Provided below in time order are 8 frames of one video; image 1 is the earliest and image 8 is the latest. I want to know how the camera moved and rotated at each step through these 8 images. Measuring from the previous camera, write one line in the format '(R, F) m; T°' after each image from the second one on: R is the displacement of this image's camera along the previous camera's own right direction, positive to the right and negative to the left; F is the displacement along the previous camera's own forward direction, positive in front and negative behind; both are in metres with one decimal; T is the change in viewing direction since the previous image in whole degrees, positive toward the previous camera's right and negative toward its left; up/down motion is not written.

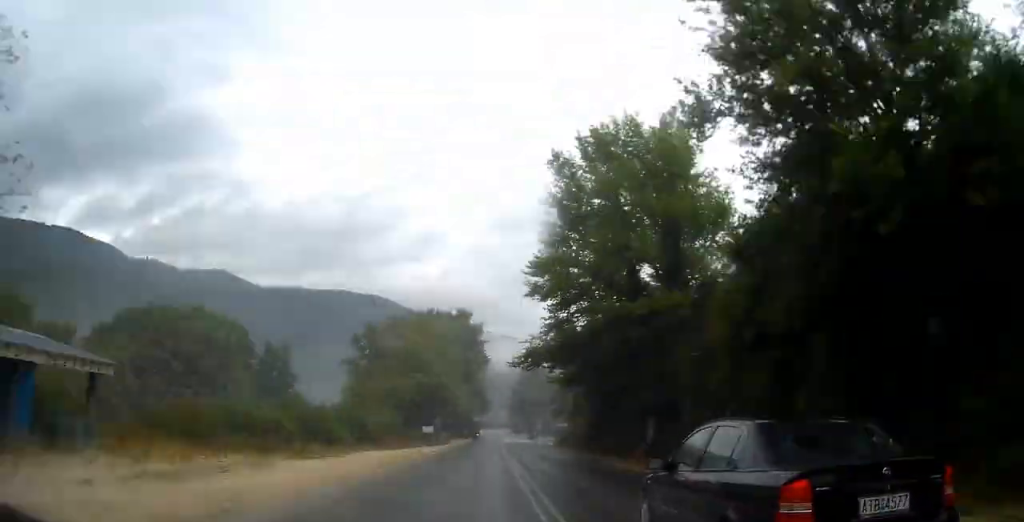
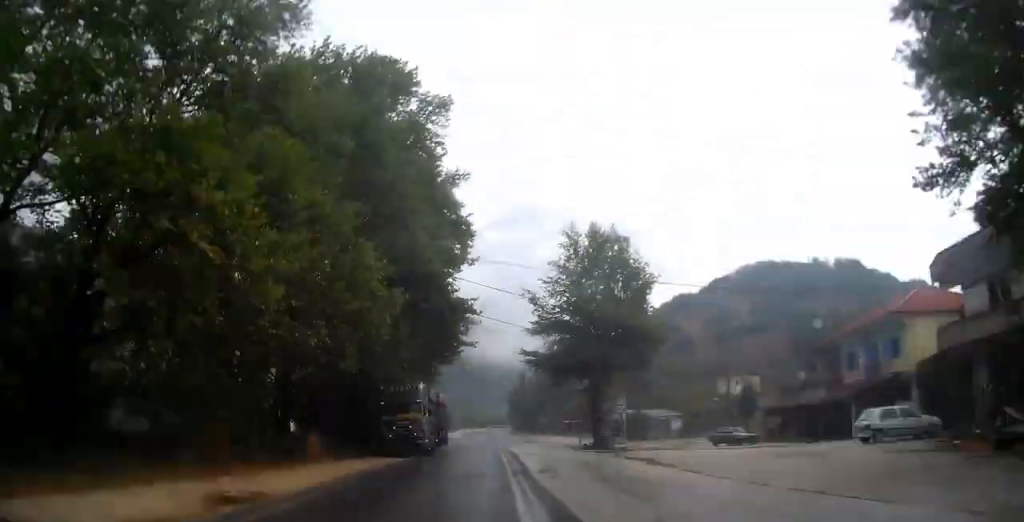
(-0.5, +81.9) m; 0°
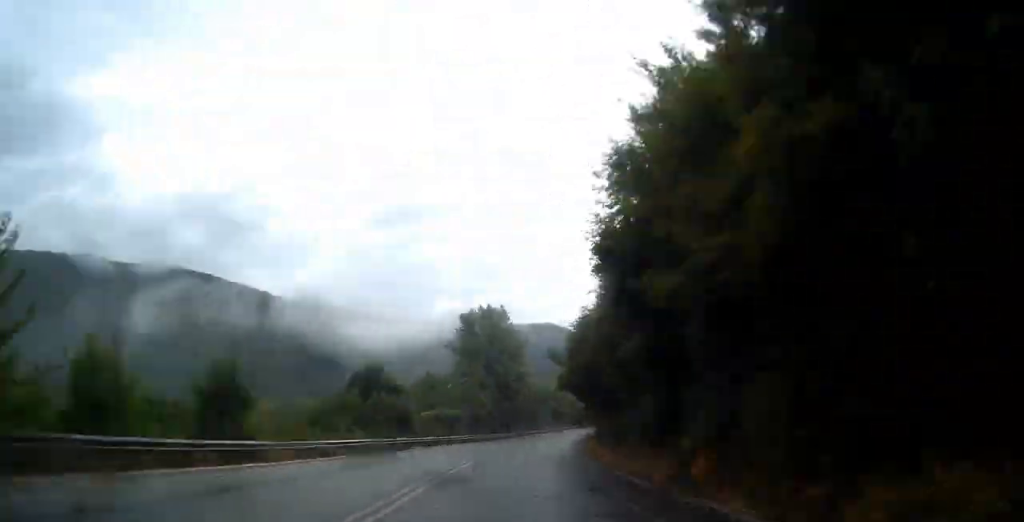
(+17.7, +211.4) m; +16°
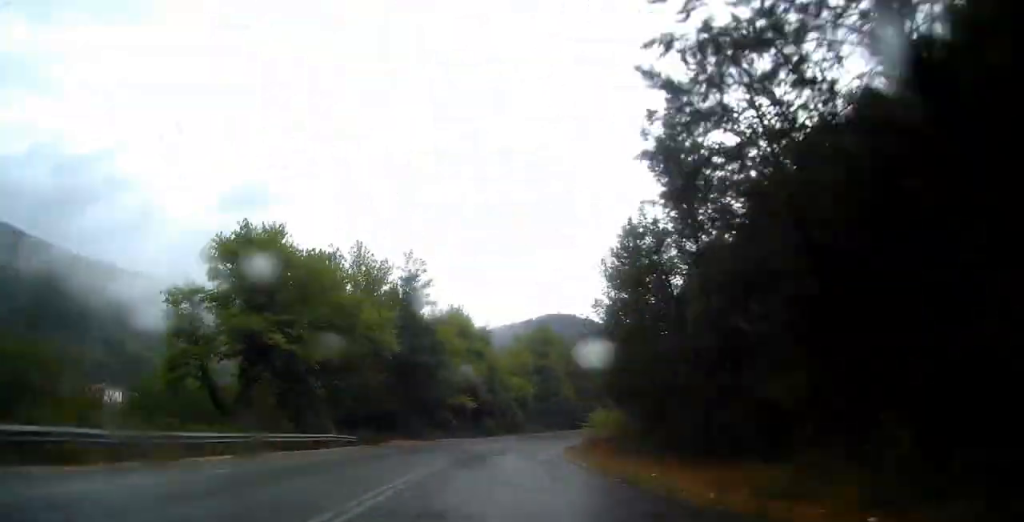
(+13.6, +108.9) m; +21°
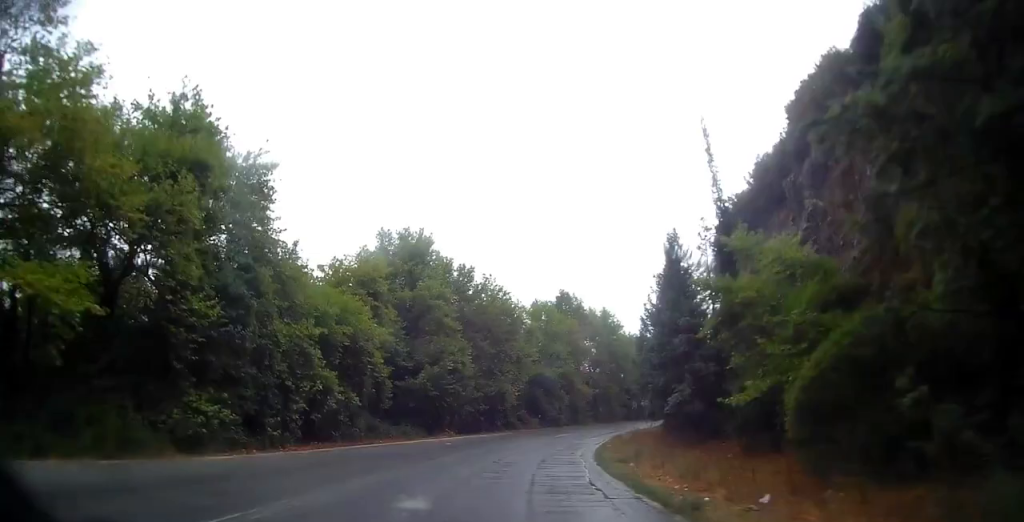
(+5.0, +50.9) m; +10°
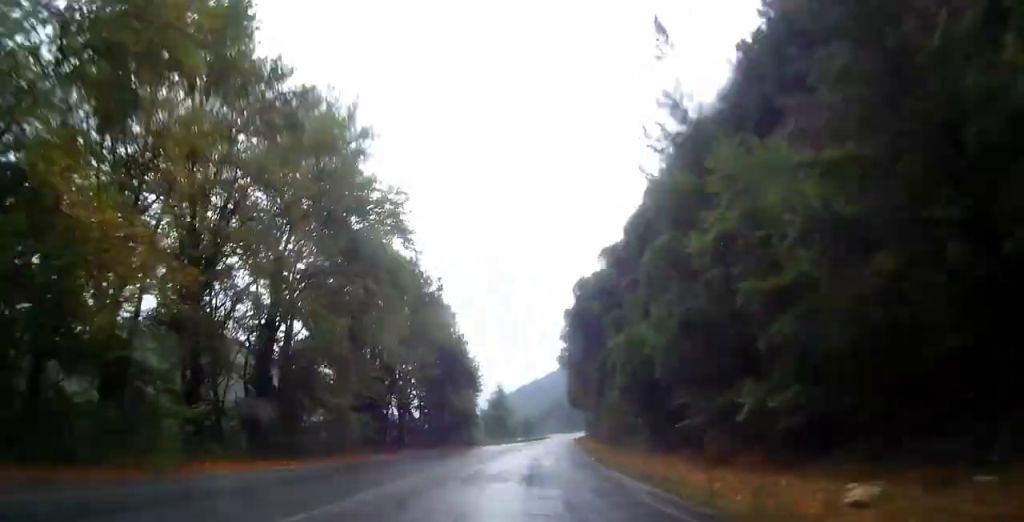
(+11.6, +79.4) m; +14°
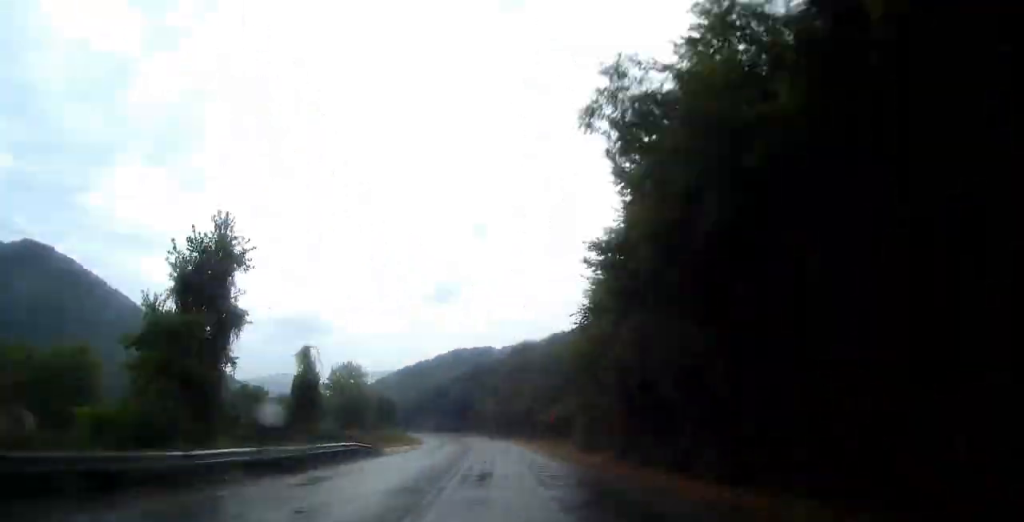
(+13.3, +97.0) m; +2°
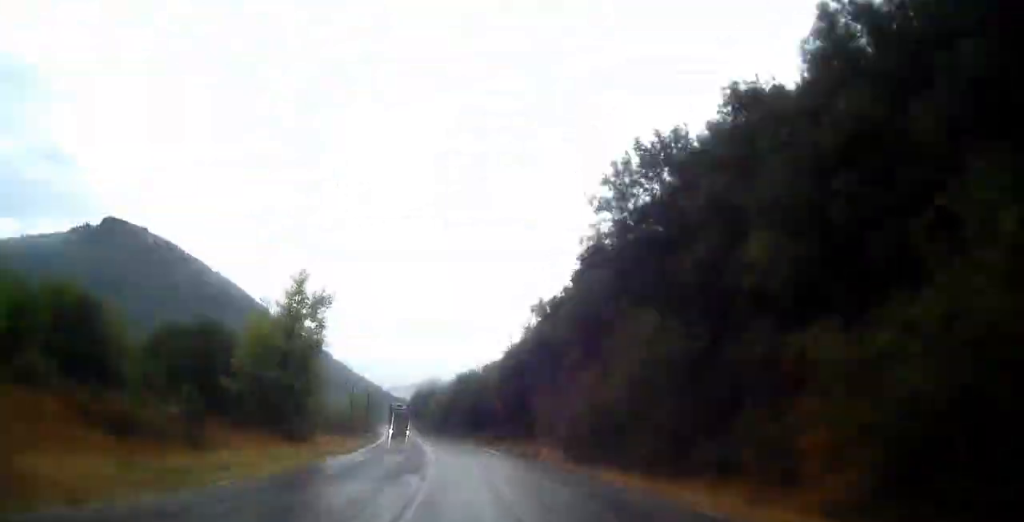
(-8.4, +154.2) m; -9°
